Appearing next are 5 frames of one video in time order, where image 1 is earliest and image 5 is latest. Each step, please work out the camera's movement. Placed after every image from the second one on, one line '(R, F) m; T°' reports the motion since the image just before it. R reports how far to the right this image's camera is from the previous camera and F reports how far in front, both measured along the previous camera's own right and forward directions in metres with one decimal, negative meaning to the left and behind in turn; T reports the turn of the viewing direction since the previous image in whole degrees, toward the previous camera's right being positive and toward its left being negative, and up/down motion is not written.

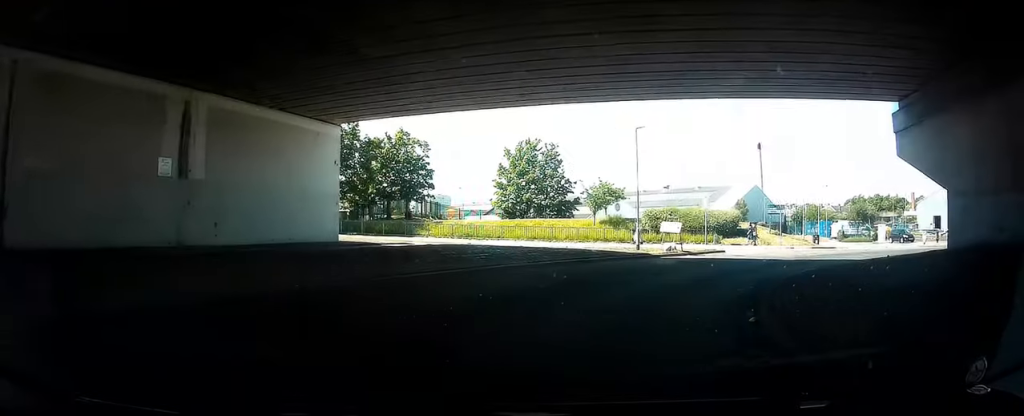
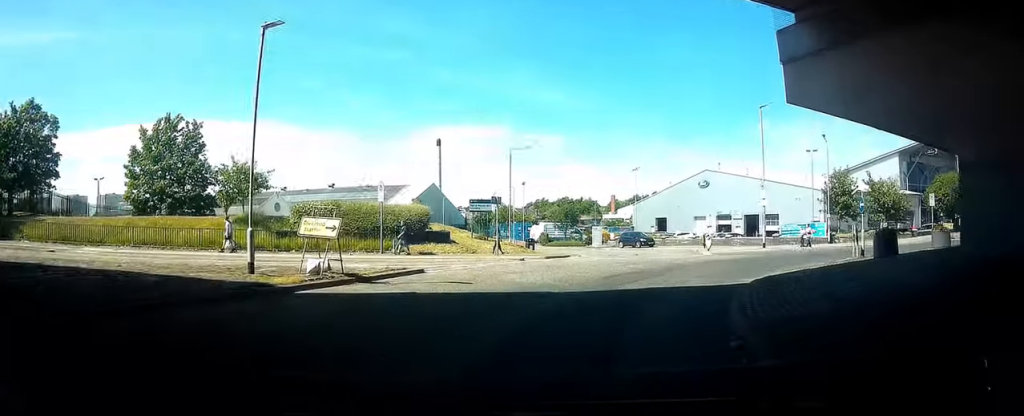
(+2.7, +9.1) m; +39°
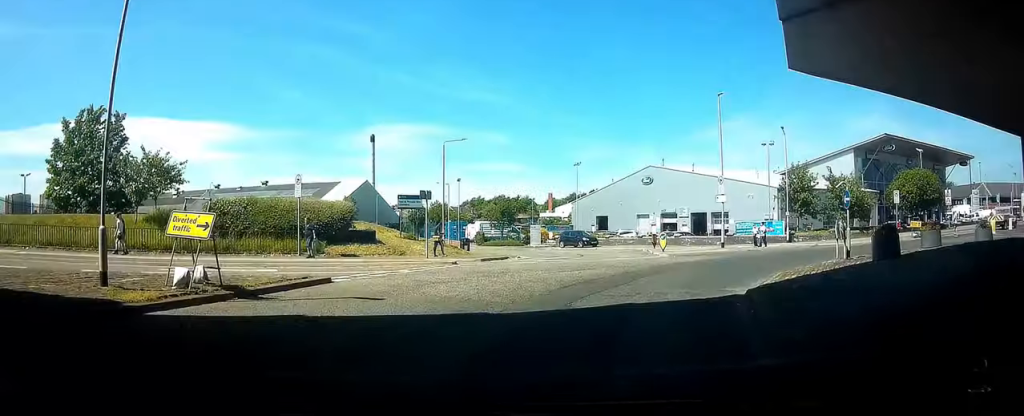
(0.0, +2.4) m; +12°
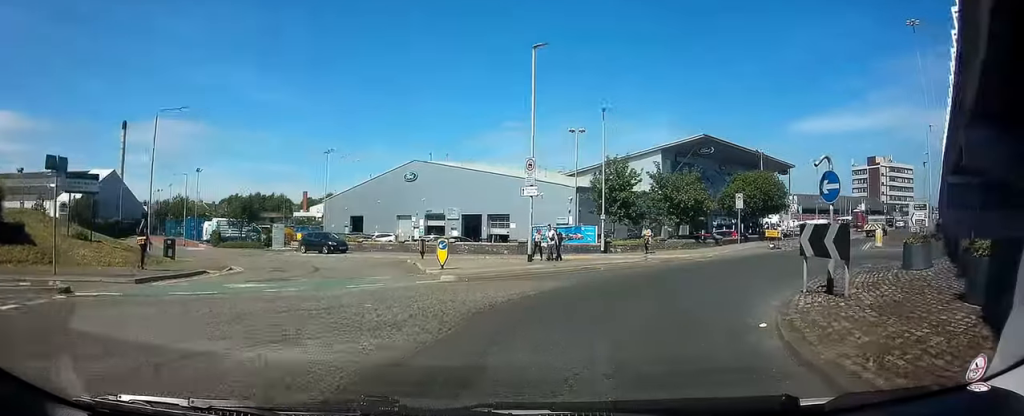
(+3.9, +10.0) m; +39°
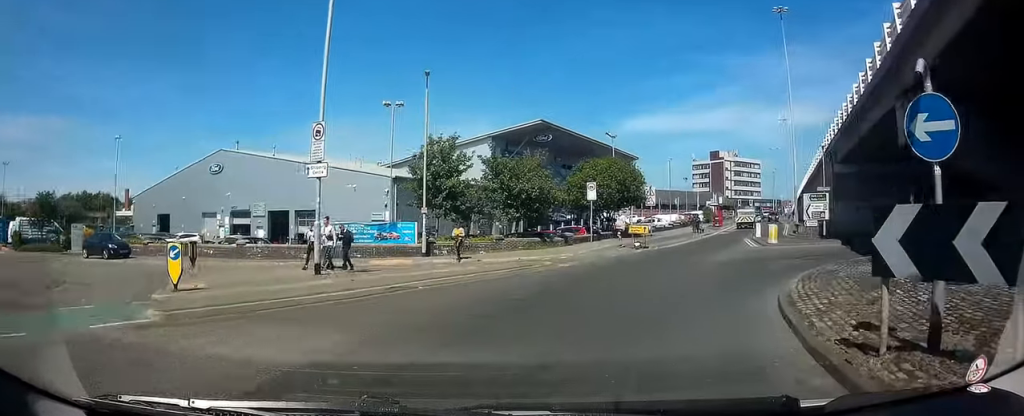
(+1.8, +8.0) m; +17°
